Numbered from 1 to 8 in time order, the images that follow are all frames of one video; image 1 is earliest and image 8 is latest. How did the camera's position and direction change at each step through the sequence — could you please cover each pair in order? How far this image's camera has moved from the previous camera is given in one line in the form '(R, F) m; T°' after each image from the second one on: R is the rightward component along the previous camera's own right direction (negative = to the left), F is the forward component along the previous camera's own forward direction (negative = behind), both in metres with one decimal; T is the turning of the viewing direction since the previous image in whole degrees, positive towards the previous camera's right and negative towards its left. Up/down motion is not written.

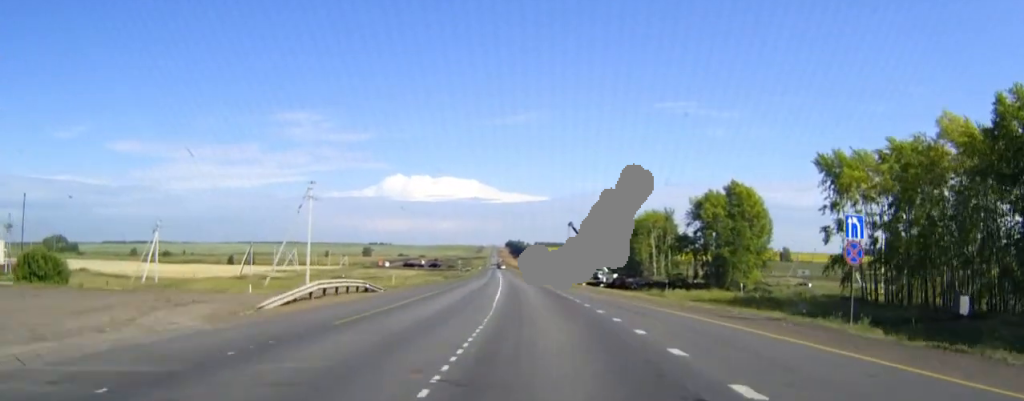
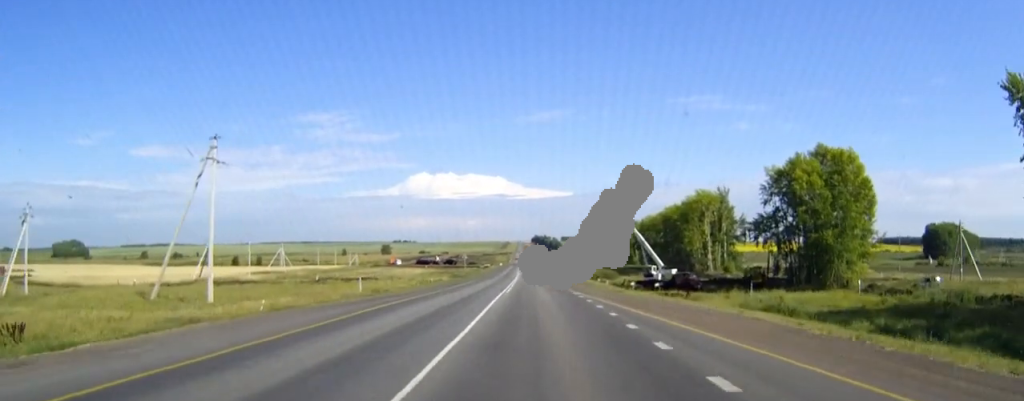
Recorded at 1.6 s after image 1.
(-0.6, +35.3) m; -2°
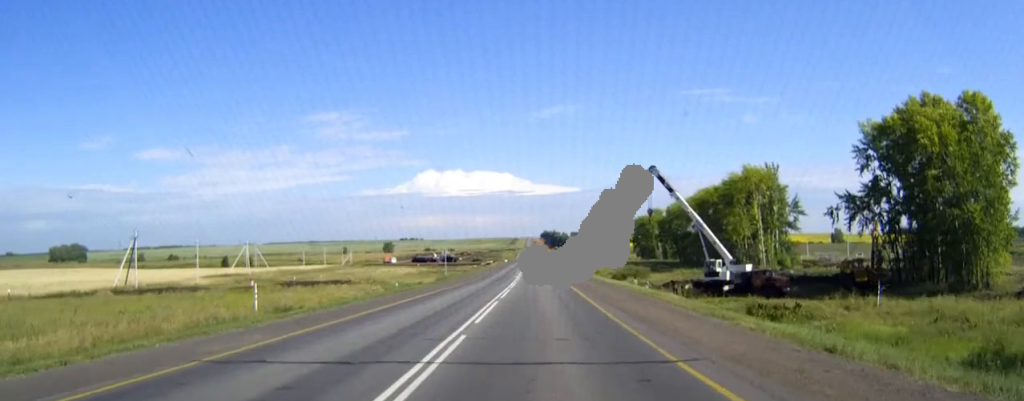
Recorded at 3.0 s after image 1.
(-0.3, +31.8) m; -1°
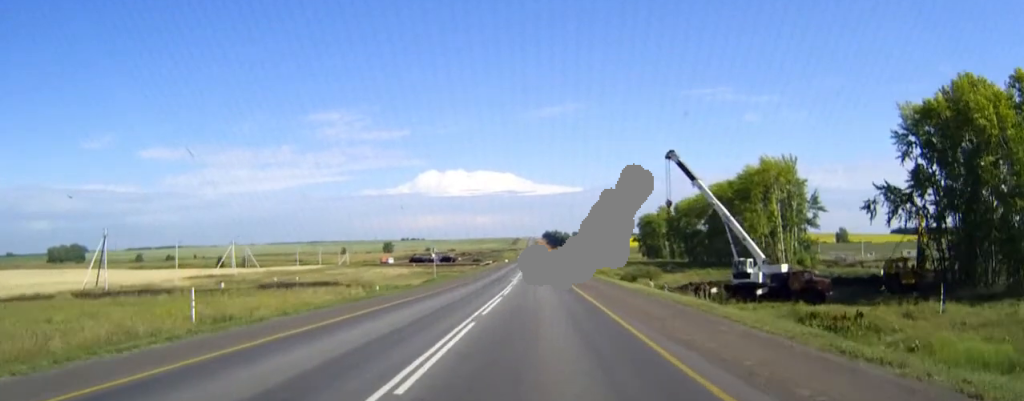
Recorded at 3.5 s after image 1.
(0.0, +9.6) m; 0°
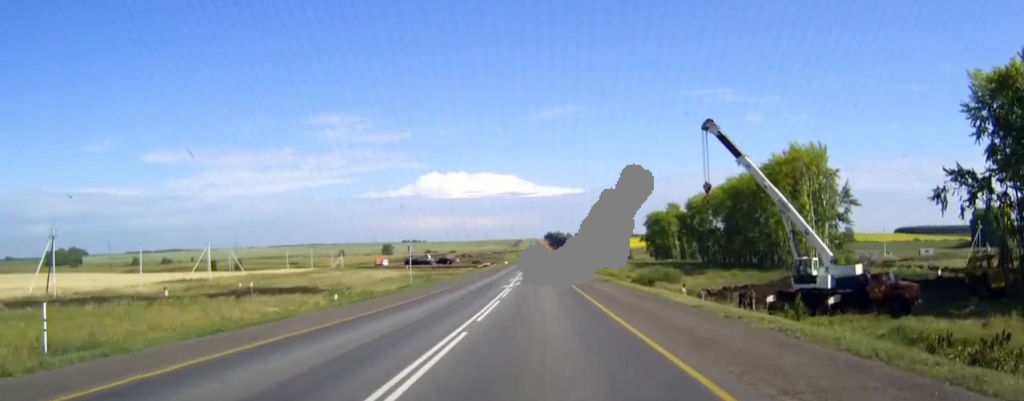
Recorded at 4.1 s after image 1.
(0.0, +13.8) m; 0°
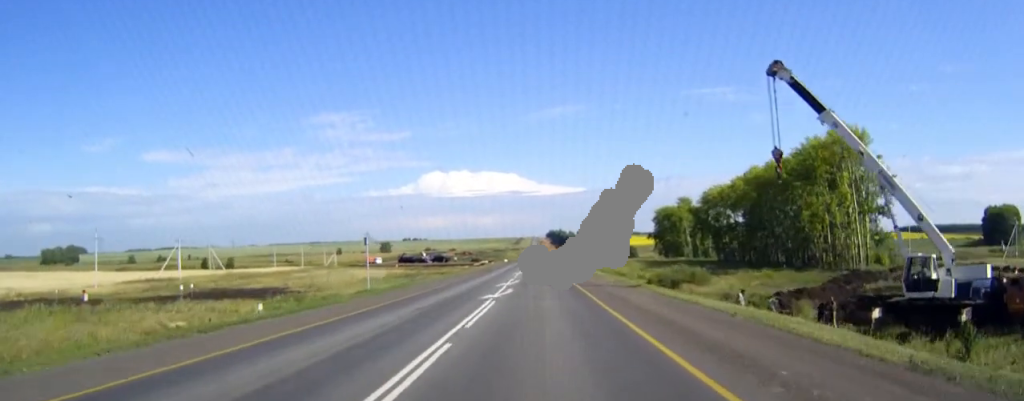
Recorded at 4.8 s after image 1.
(0.0, +14.5) m; 0°
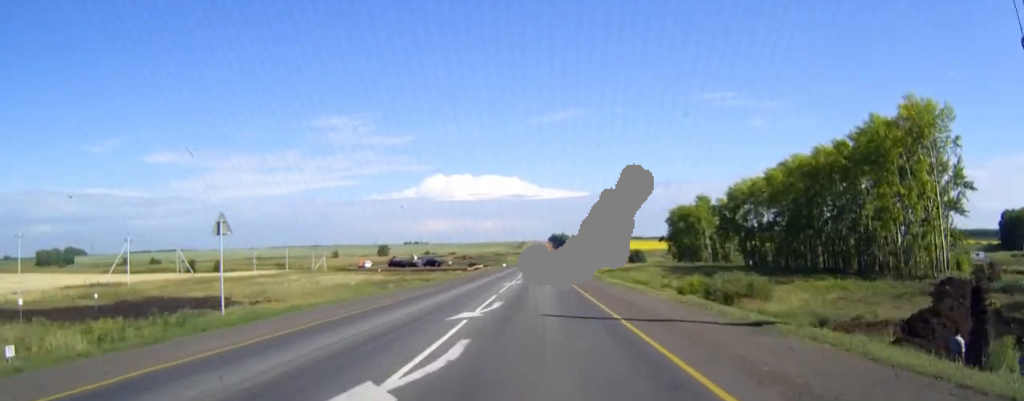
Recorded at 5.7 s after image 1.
(-0.1, +20.2) m; 0°
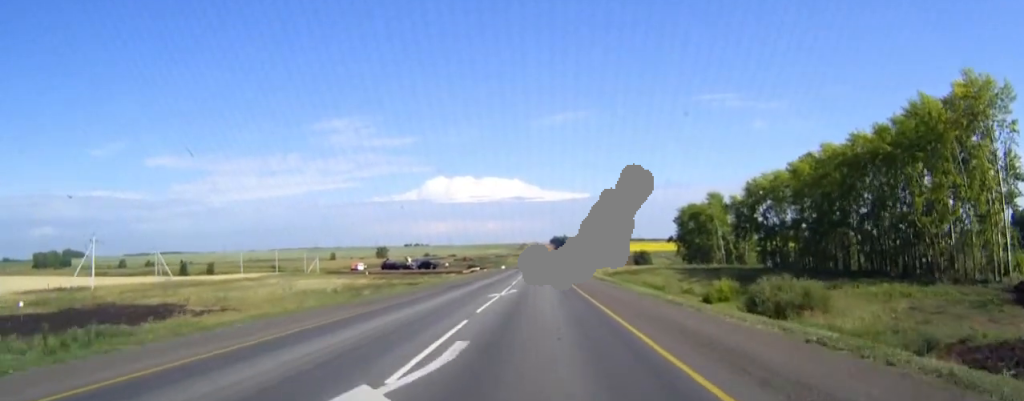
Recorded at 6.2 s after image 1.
(0.0, +11.6) m; 0°
